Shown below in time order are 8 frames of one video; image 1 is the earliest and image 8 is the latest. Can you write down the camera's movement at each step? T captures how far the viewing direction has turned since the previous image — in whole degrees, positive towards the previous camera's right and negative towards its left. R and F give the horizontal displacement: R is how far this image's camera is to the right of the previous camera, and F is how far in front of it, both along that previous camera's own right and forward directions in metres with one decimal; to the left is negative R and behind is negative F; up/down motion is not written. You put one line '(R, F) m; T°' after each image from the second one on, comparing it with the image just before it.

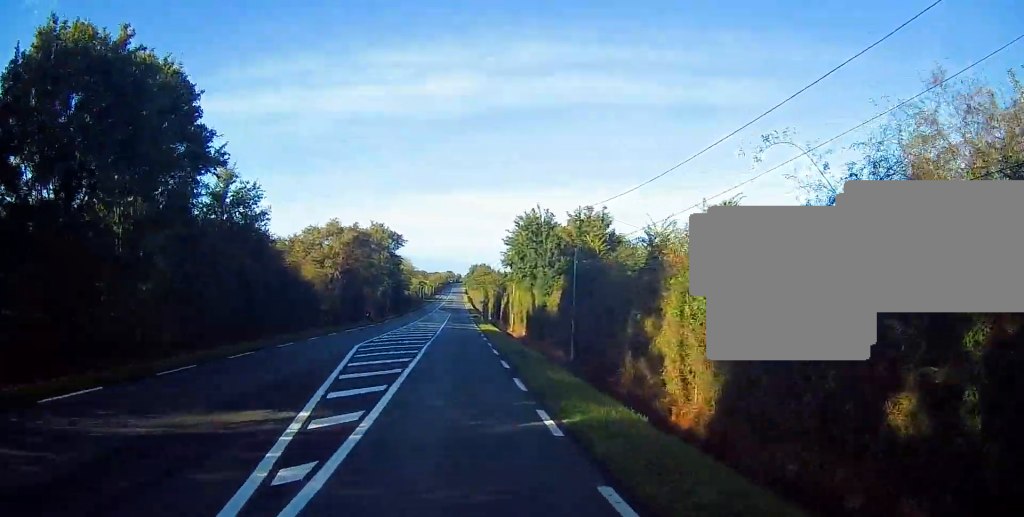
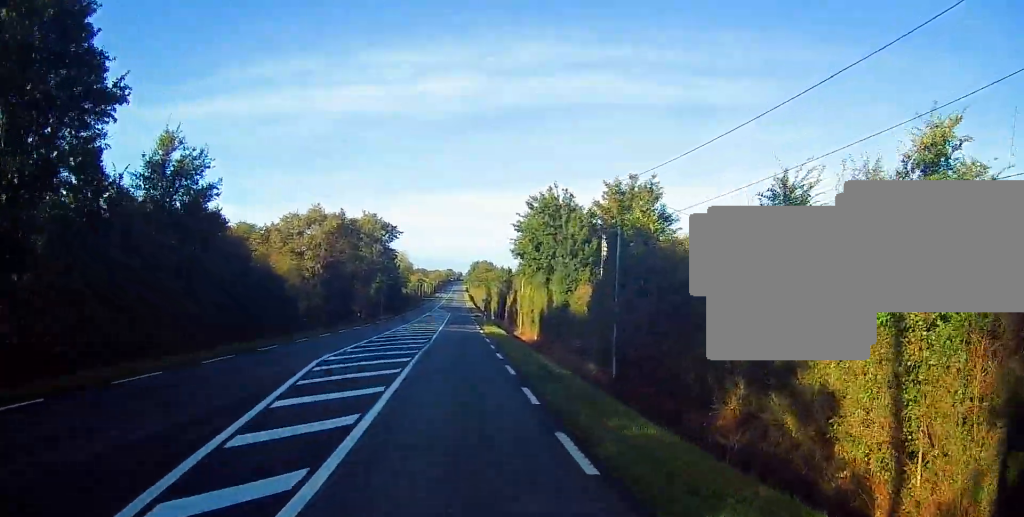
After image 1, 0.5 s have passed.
(0.0, +9.4) m; 0°
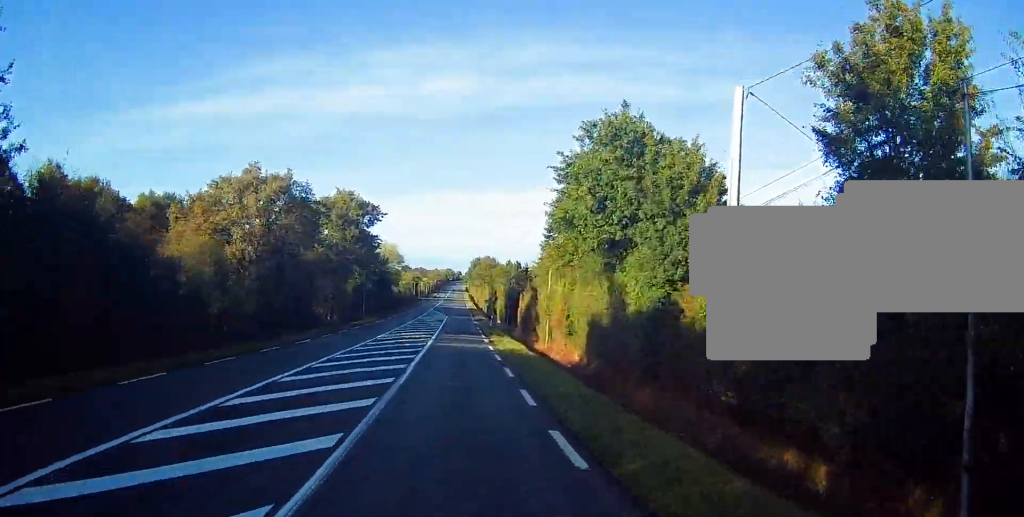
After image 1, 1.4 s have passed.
(0.0, +19.2) m; 0°
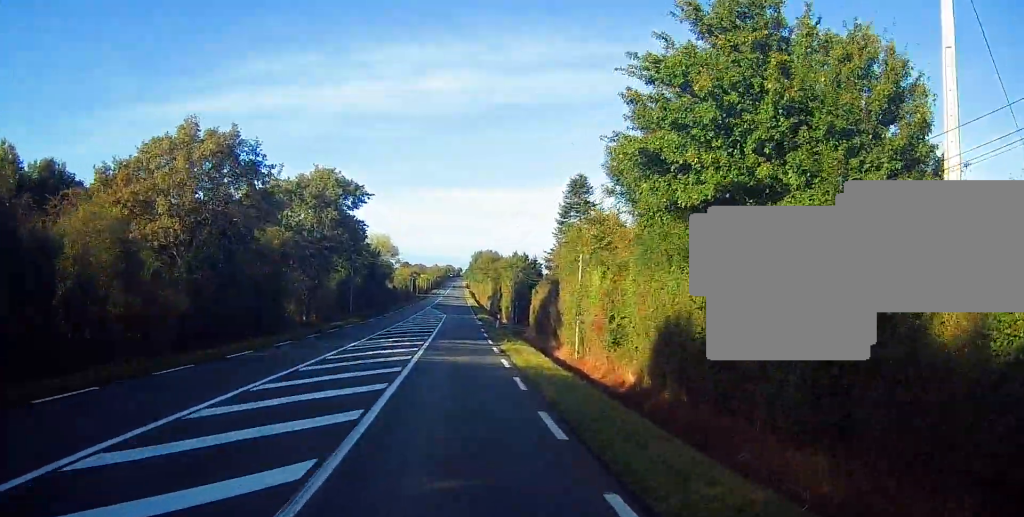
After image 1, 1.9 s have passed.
(+0.1, +11.0) m; 0°
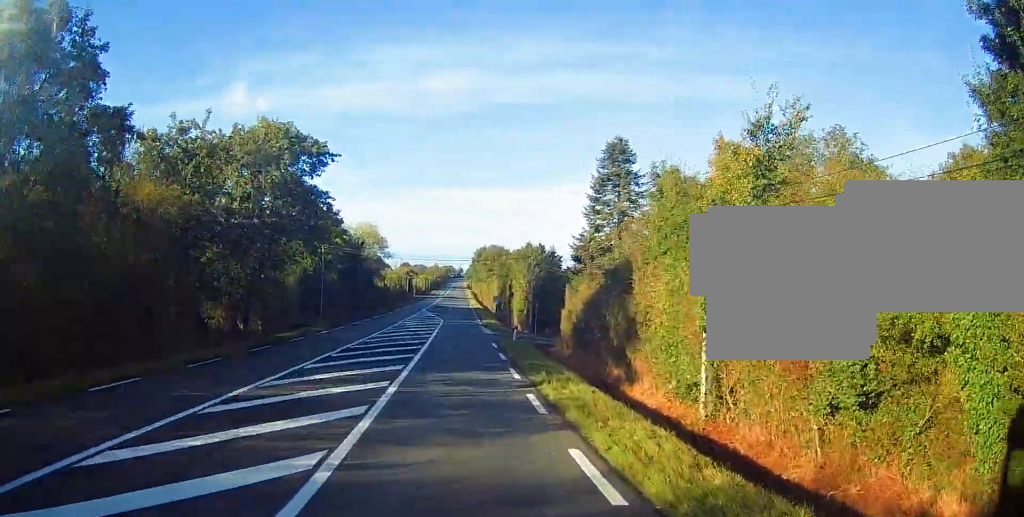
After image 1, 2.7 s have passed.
(0.0, +17.1) m; 0°
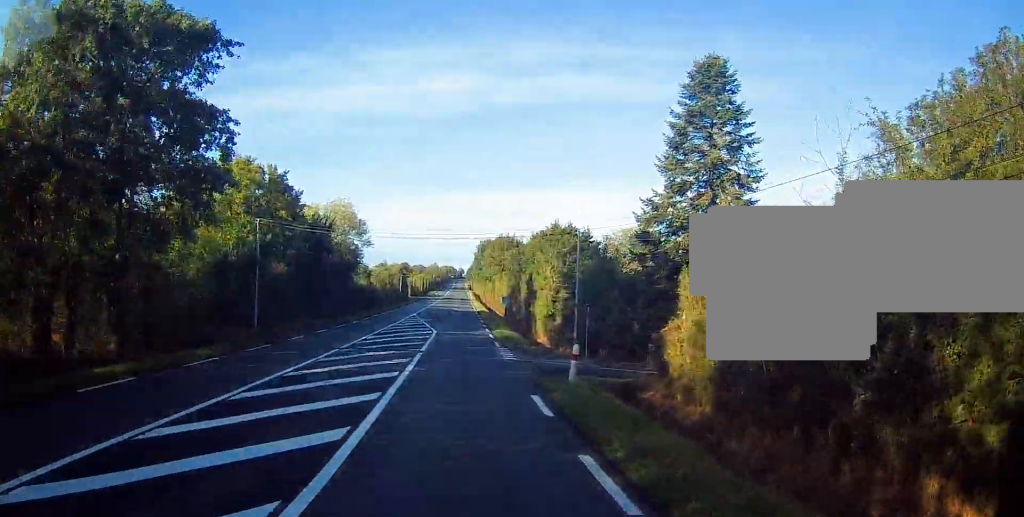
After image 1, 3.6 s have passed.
(-0.2, +20.3) m; 0°
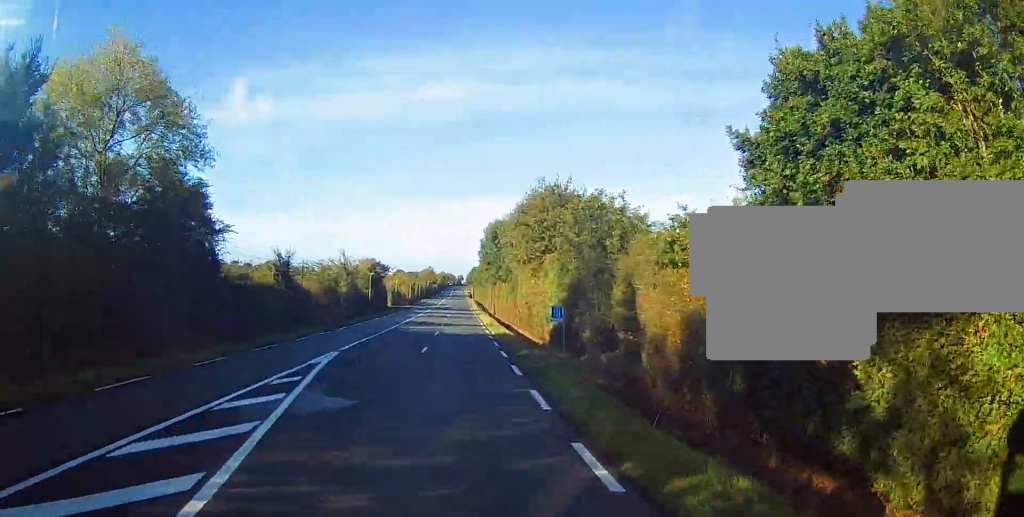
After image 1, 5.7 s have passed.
(+0.1, +45.1) m; +1°
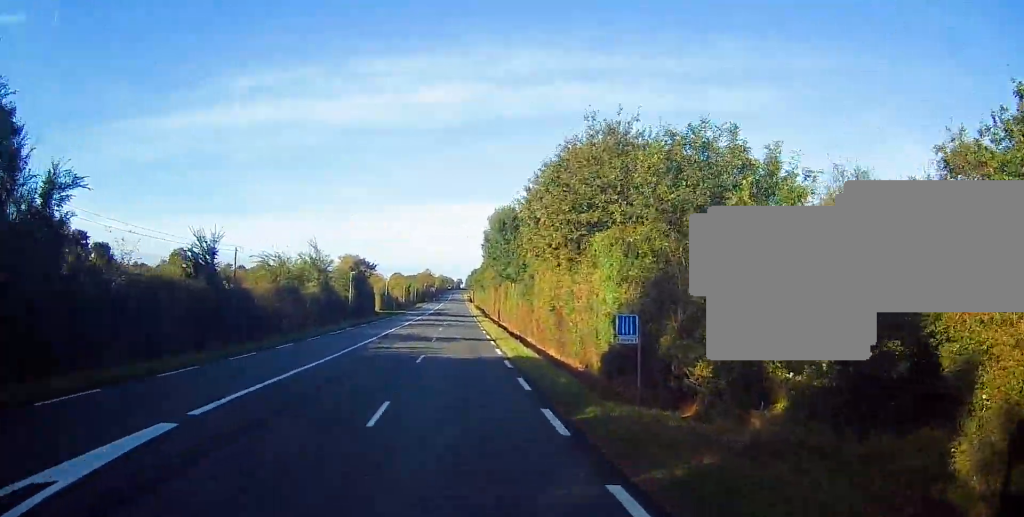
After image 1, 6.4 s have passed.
(+0.2, +15.9) m; +1°
